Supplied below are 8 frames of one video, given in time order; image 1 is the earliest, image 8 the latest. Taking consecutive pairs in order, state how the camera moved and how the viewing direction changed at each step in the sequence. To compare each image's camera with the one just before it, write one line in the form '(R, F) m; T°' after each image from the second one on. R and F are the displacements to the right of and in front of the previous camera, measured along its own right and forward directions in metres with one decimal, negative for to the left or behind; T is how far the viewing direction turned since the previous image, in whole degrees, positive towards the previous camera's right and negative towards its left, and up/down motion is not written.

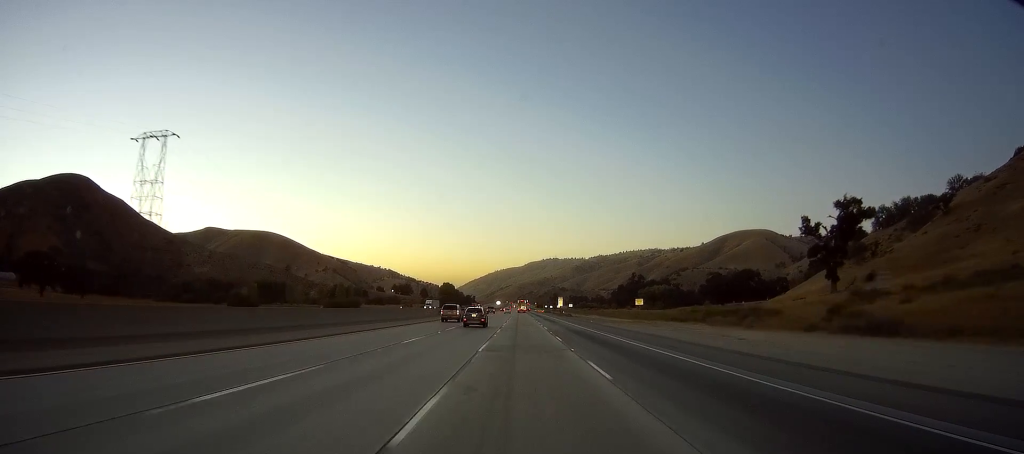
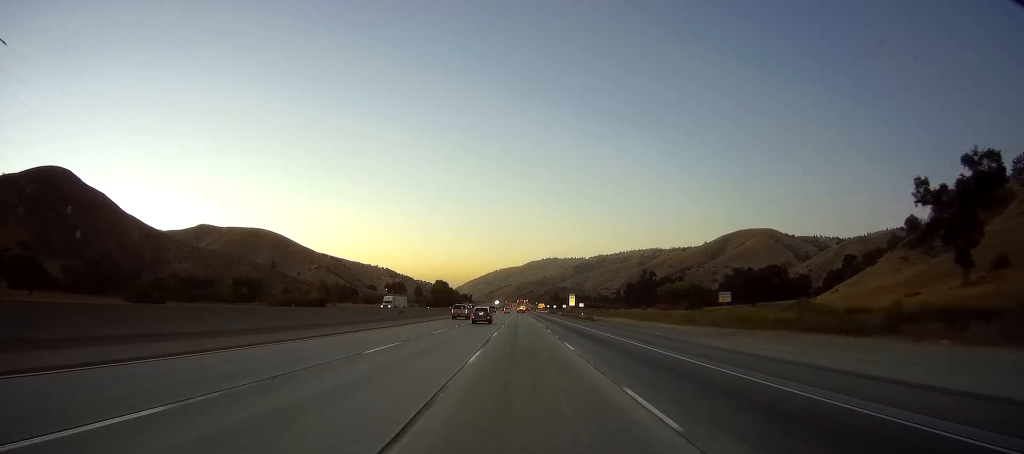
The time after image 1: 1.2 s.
(-0.5, +35.4) m; 0°
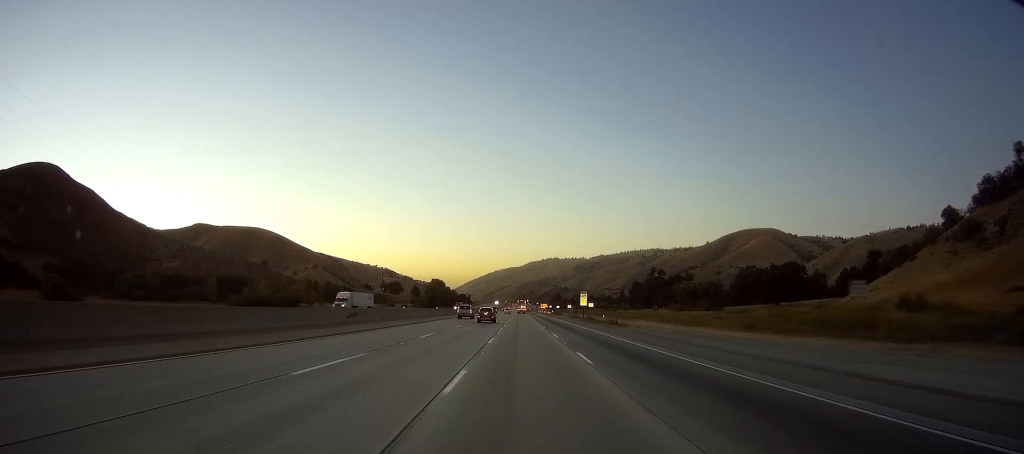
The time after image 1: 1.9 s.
(+0.3, +20.6) m; +1°
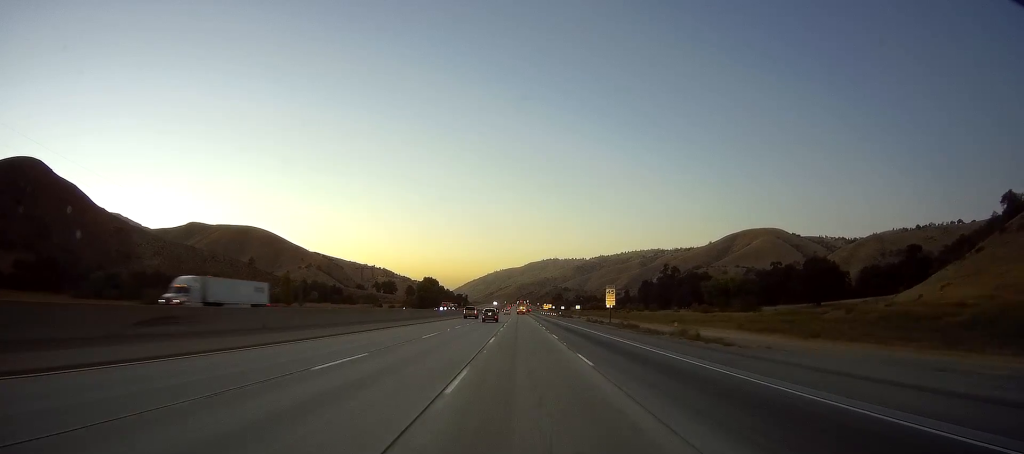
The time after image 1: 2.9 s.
(+0.2, +29.4) m; +1°
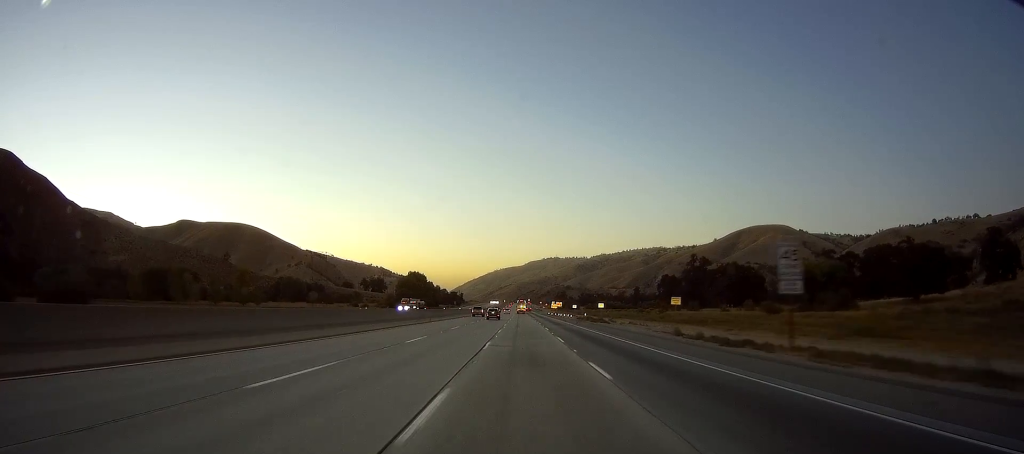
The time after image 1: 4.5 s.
(0.0, +47.9) m; 0°
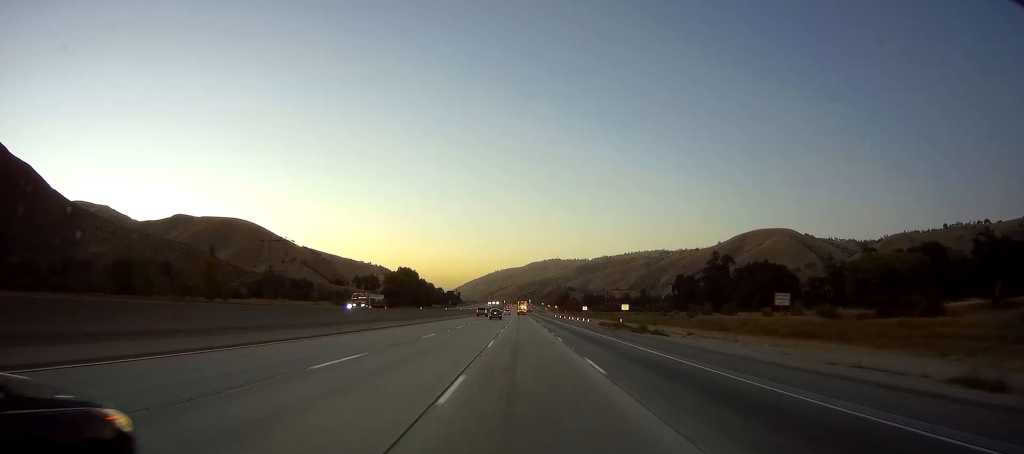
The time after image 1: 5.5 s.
(-0.1, +27.4) m; 0°
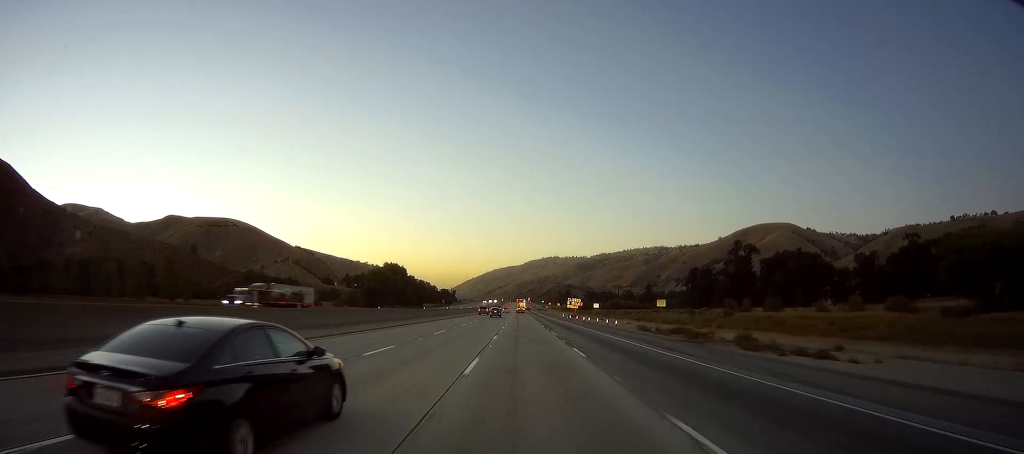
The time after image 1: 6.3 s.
(+0.1, +25.4) m; -1°
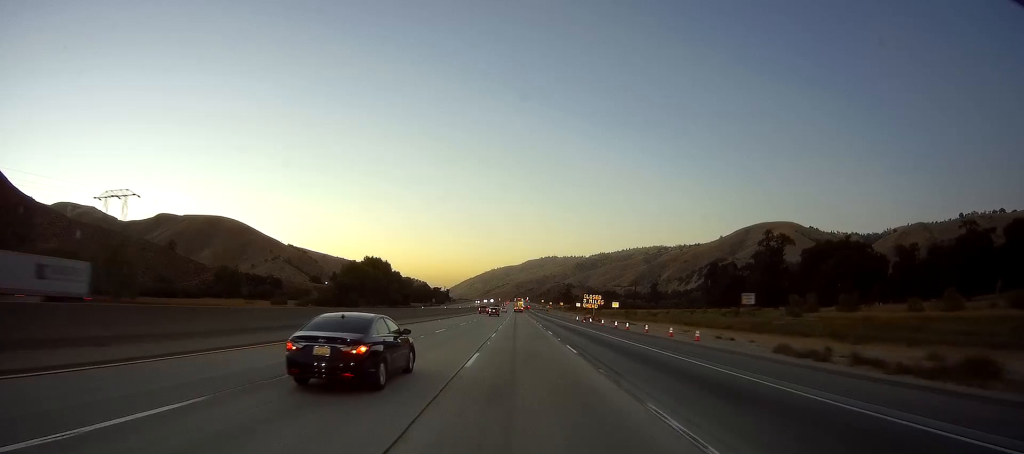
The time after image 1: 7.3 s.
(-0.6, +28.4) m; 0°
